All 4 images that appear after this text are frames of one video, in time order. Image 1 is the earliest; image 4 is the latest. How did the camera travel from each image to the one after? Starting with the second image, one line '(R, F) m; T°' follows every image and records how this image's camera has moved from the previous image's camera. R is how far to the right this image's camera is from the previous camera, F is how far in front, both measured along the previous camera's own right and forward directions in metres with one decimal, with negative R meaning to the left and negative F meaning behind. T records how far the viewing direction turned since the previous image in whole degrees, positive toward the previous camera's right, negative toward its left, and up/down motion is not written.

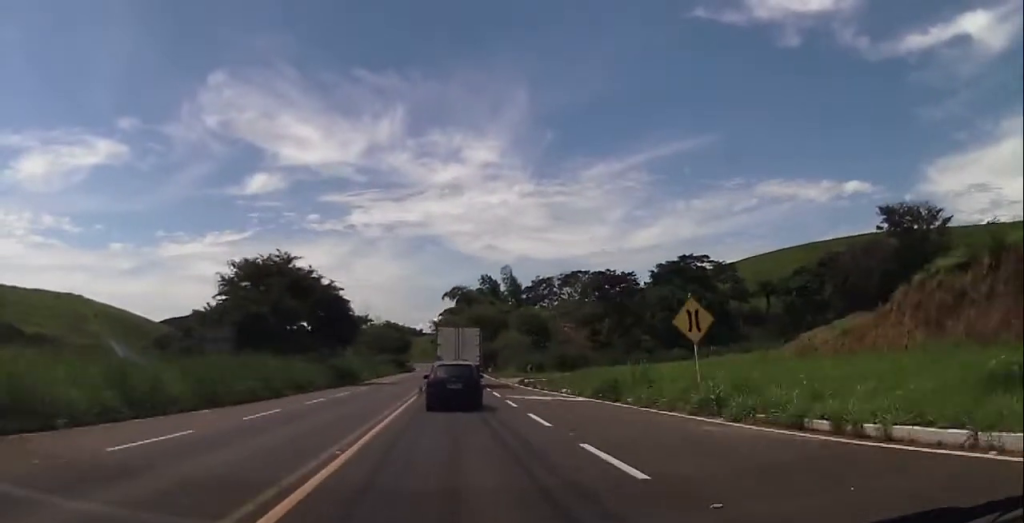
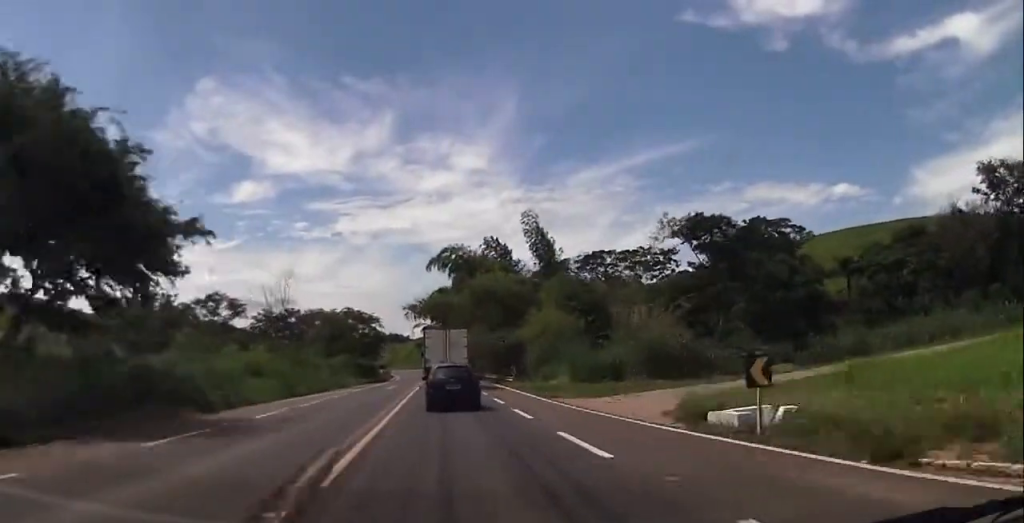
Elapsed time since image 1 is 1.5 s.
(+2.6, +35.6) m; +10°
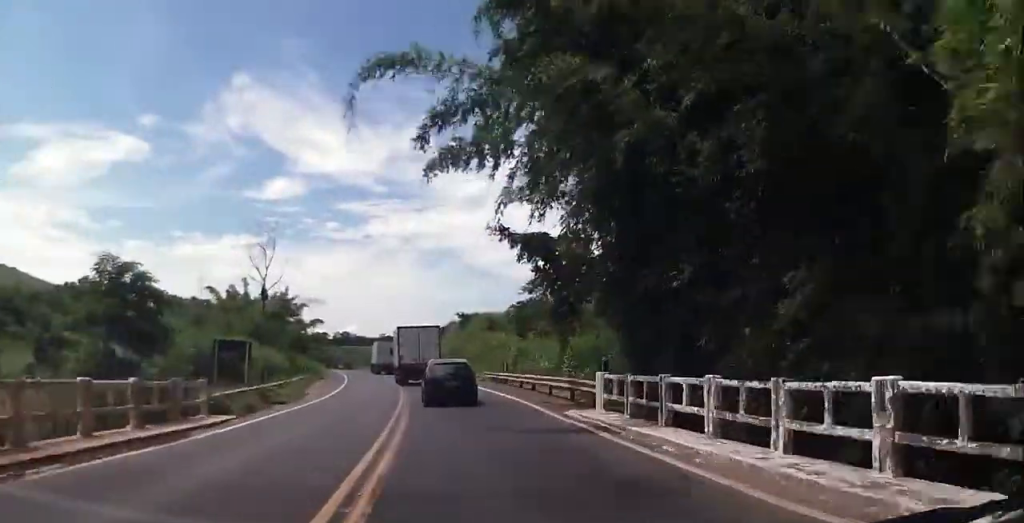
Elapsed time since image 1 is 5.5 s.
(-17.6, +91.2) m; -10°
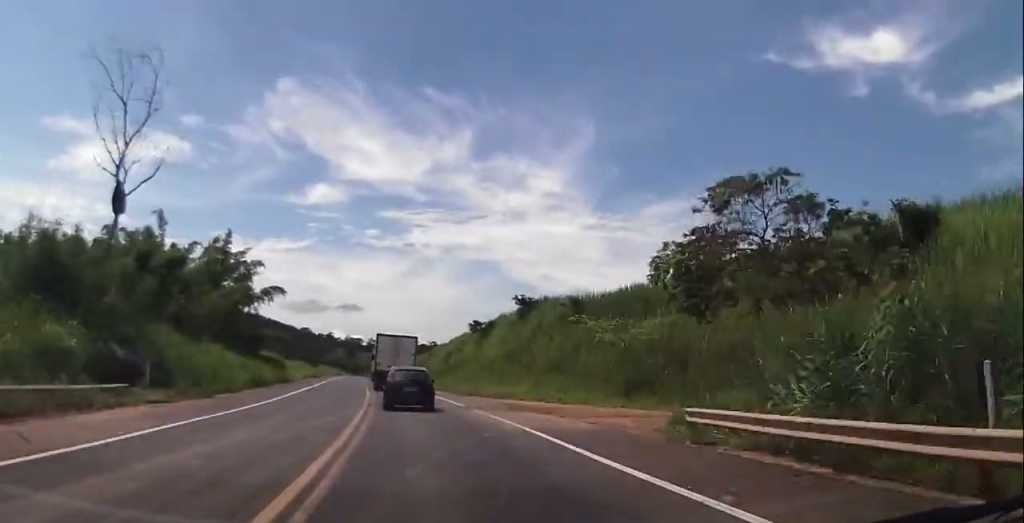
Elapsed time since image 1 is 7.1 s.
(-0.6, +36.8) m; -3°
